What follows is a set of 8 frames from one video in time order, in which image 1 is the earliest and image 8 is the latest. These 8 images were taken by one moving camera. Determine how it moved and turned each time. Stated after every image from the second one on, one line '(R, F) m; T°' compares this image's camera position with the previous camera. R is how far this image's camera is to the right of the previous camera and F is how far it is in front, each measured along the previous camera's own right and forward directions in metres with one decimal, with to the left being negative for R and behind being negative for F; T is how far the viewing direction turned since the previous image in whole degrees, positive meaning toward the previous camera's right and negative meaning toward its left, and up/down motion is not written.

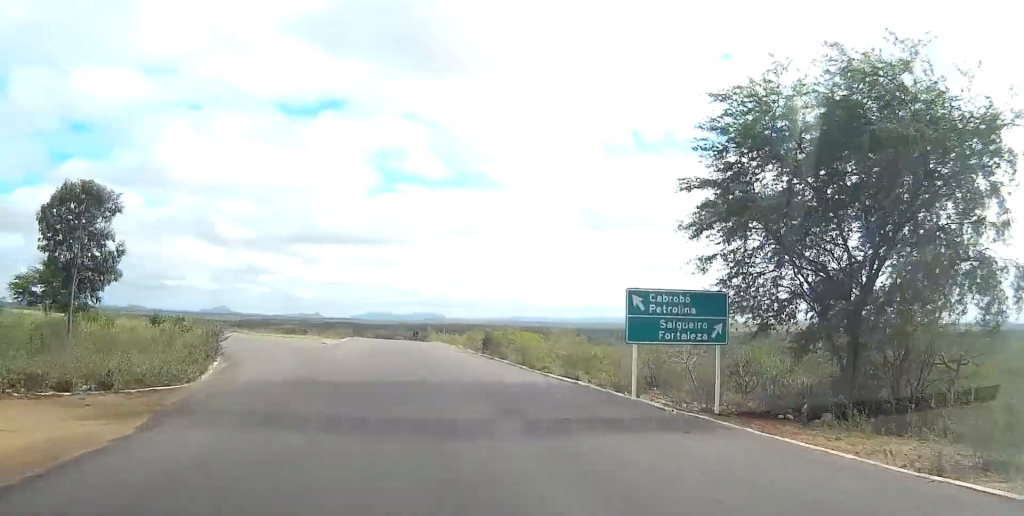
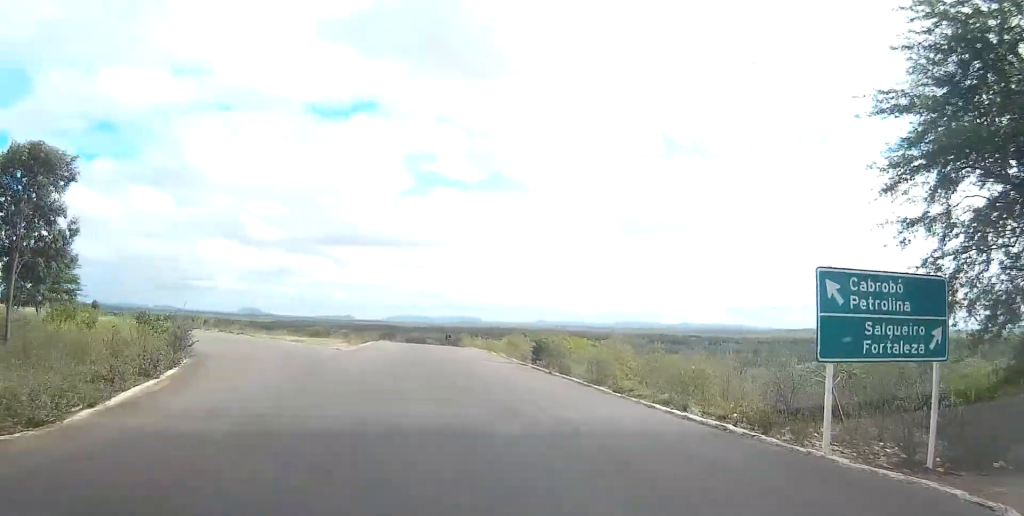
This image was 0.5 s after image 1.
(-0.2, +7.4) m; -1°
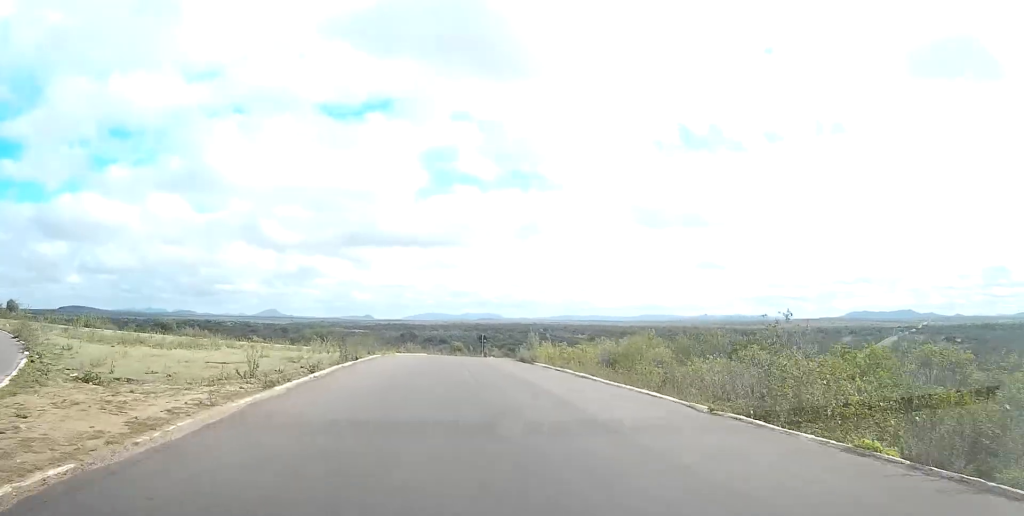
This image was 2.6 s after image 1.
(-0.3, +32.2) m; 0°
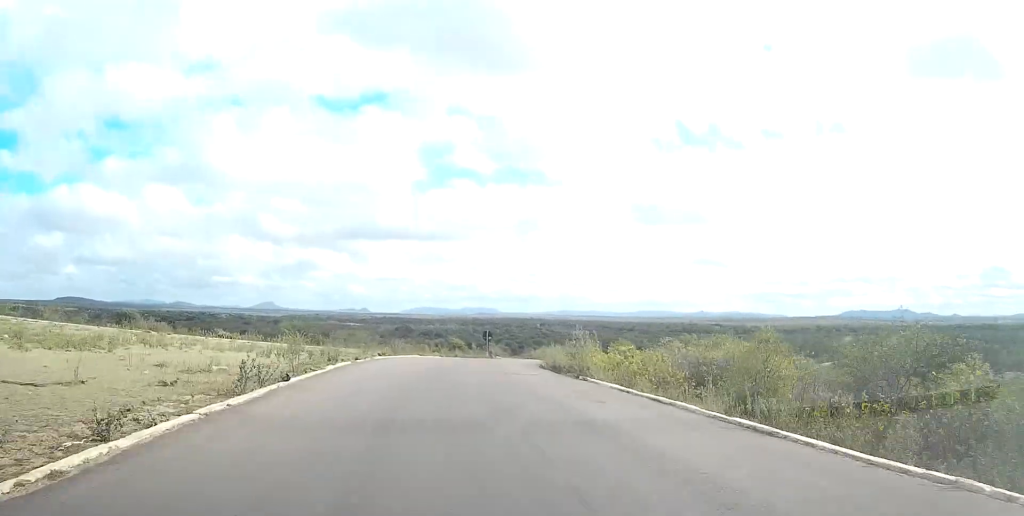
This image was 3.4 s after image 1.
(+0.1, +12.7) m; +2°
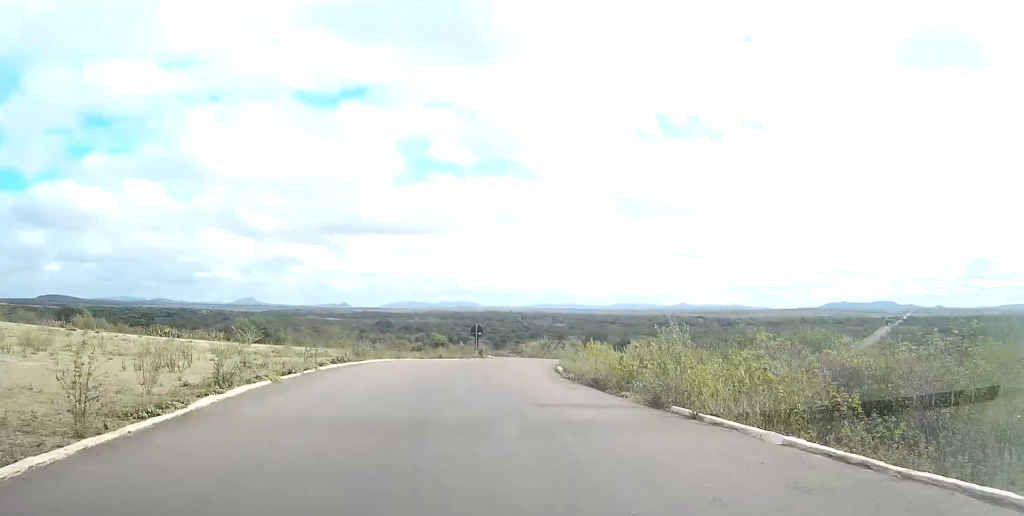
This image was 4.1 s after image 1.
(+0.2, +10.6) m; +3°
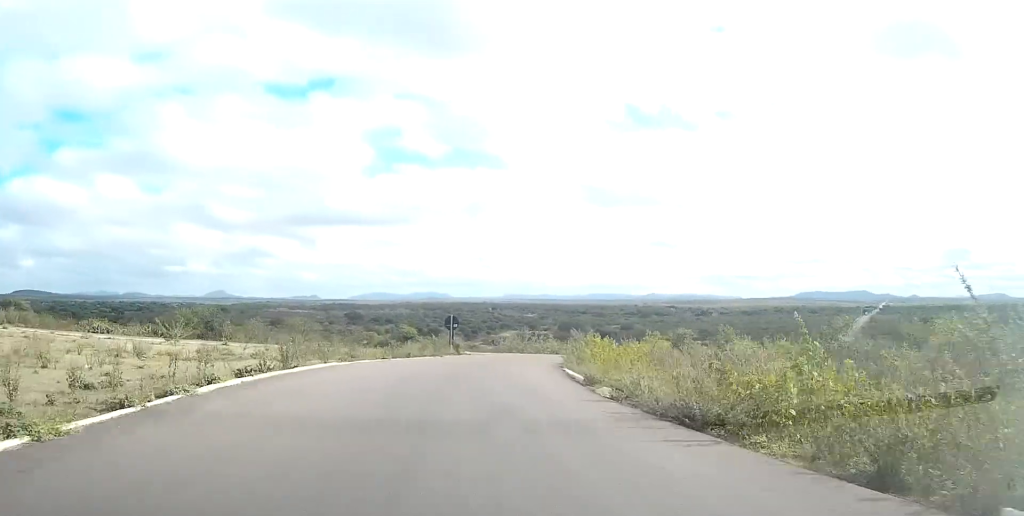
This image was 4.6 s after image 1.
(+0.1, +9.1) m; +3°
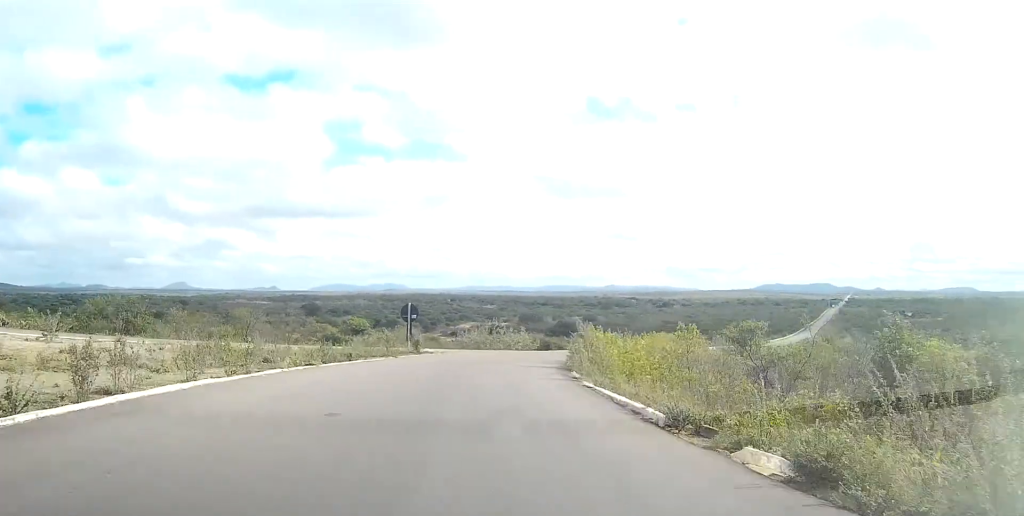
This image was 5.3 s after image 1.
(+0.4, +10.2) m; +9°
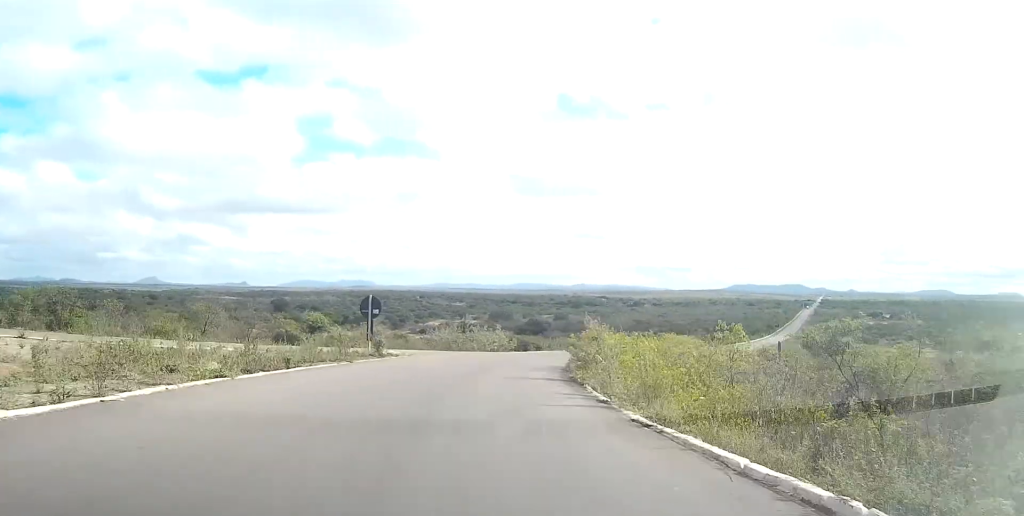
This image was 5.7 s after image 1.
(-0.6, +6.4) m; +6°
